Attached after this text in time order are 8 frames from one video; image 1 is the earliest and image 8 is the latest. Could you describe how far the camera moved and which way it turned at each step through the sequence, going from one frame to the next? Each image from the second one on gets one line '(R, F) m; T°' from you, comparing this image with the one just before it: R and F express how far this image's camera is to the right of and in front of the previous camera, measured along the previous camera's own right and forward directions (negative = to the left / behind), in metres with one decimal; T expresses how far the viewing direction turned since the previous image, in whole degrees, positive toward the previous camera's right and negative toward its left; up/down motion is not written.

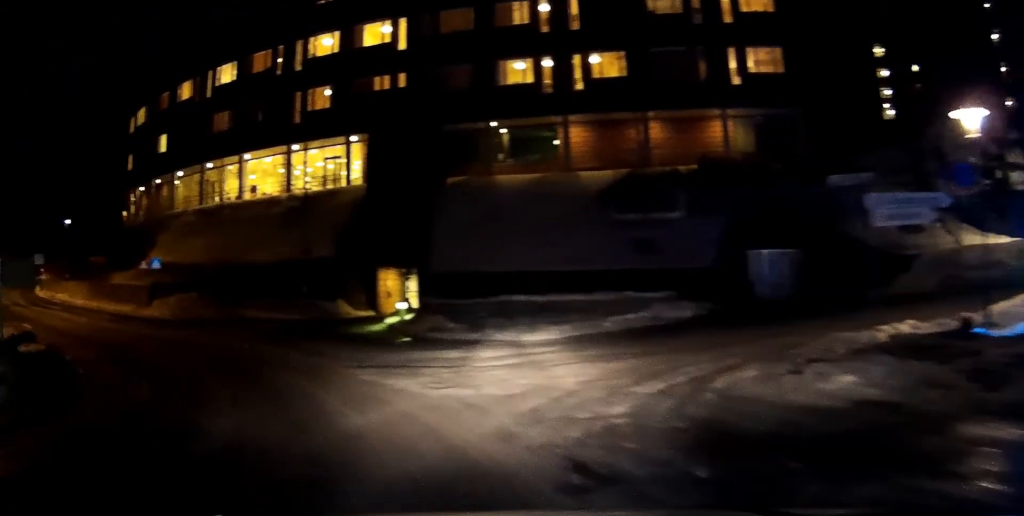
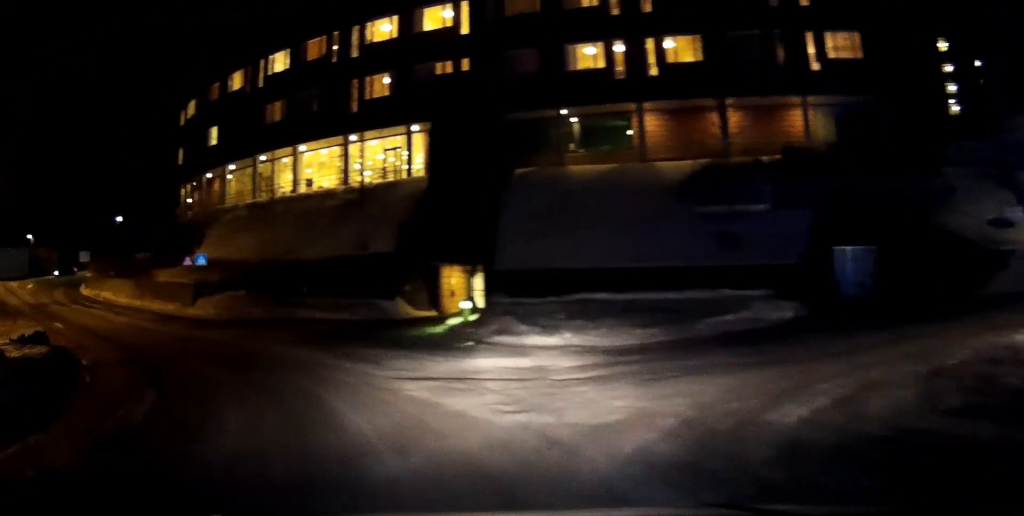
(-0.2, +2.5) m; -7°
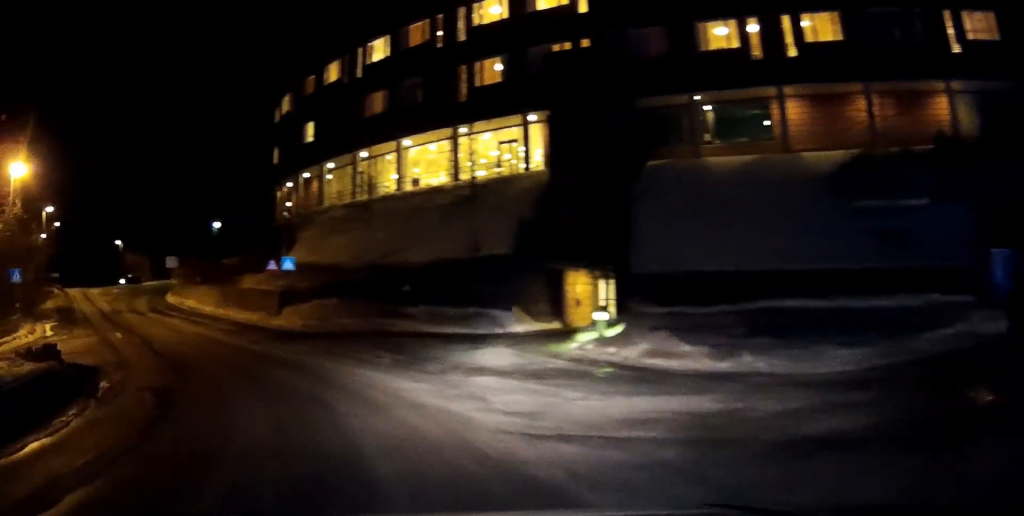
(-0.4, +4.4) m; -8°
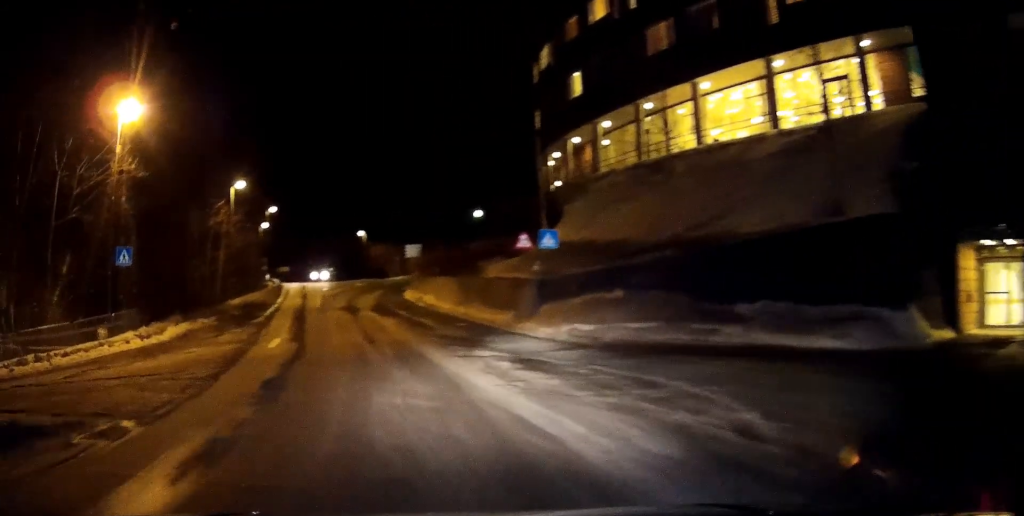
(-1.4, +11.1) m; -15°
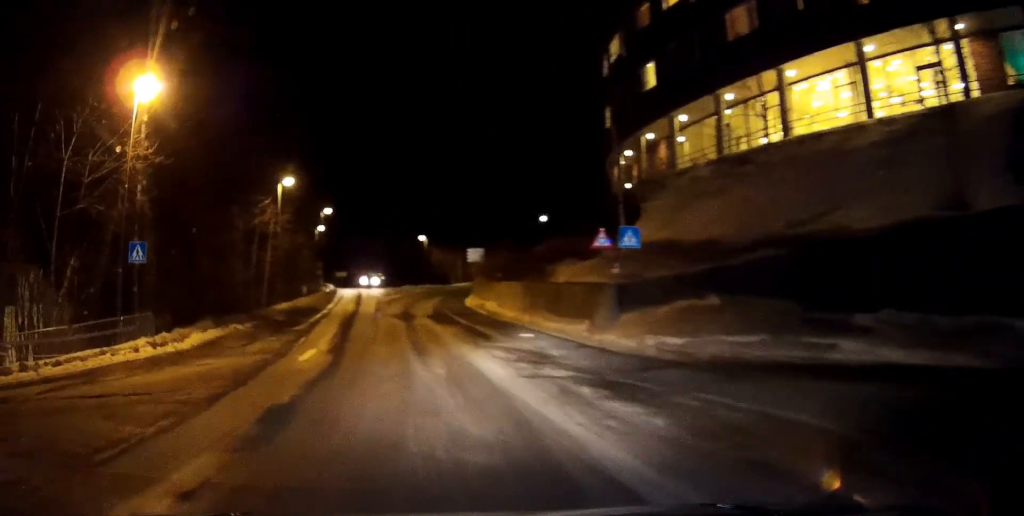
(-0.1, +3.3) m; -4°
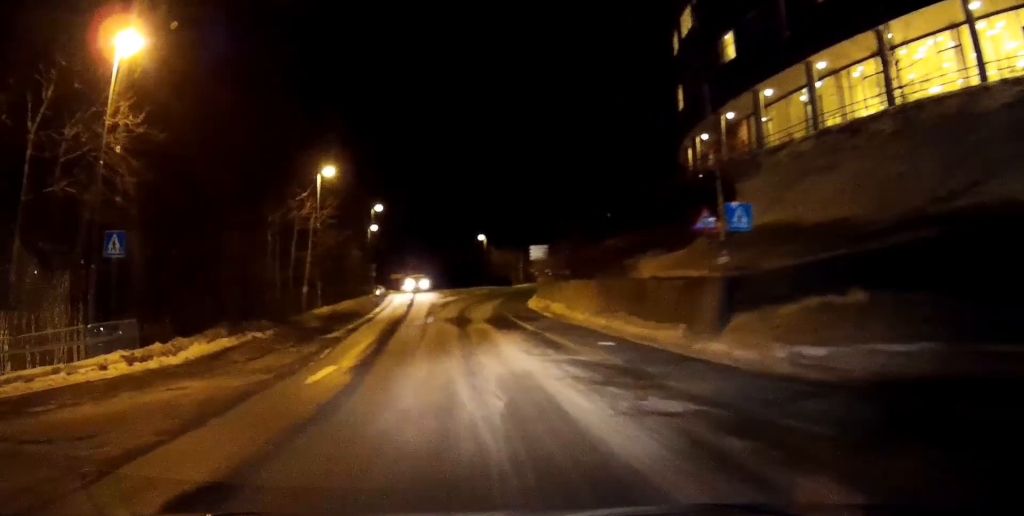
(-0.2, +4.6) m; -6°
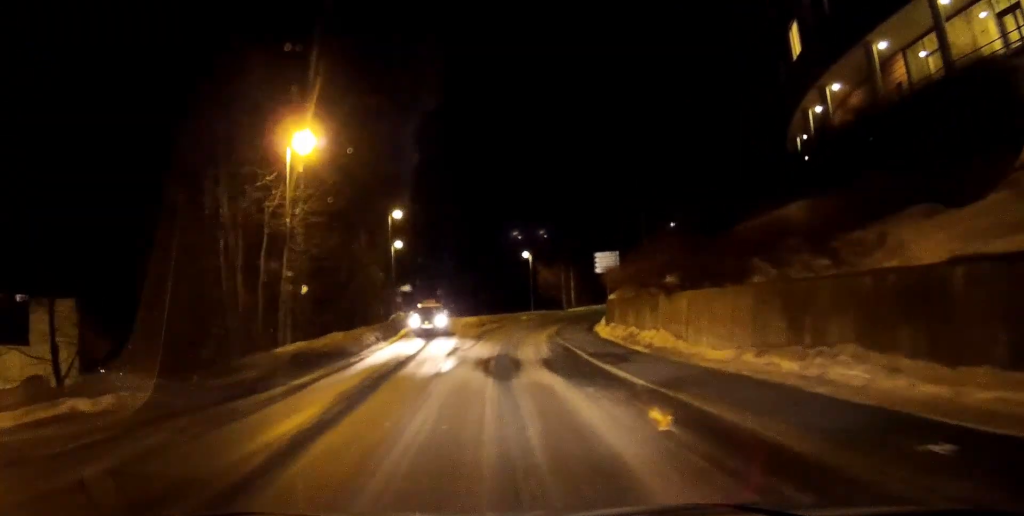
(-1.0, +12.6) m; -4°
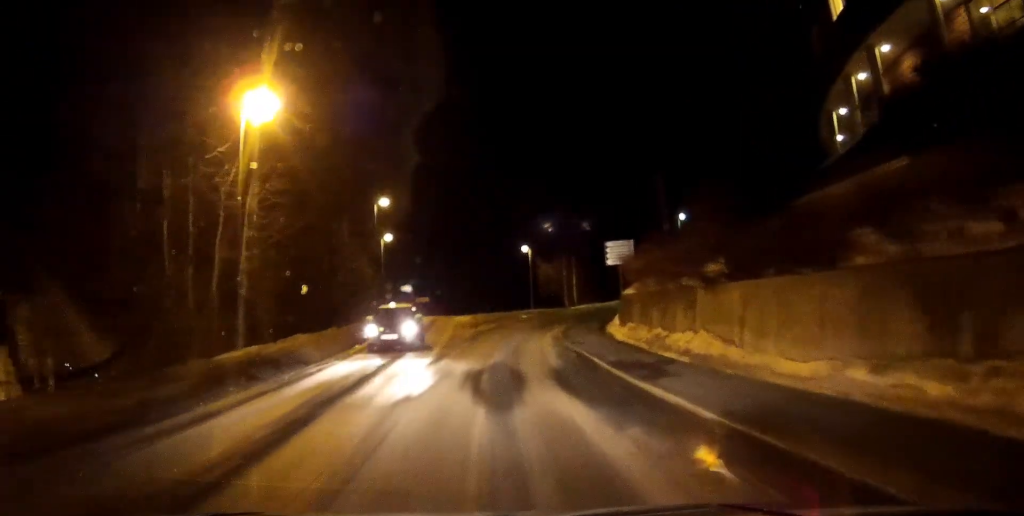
(+0.1, +4.8) m; +1°
